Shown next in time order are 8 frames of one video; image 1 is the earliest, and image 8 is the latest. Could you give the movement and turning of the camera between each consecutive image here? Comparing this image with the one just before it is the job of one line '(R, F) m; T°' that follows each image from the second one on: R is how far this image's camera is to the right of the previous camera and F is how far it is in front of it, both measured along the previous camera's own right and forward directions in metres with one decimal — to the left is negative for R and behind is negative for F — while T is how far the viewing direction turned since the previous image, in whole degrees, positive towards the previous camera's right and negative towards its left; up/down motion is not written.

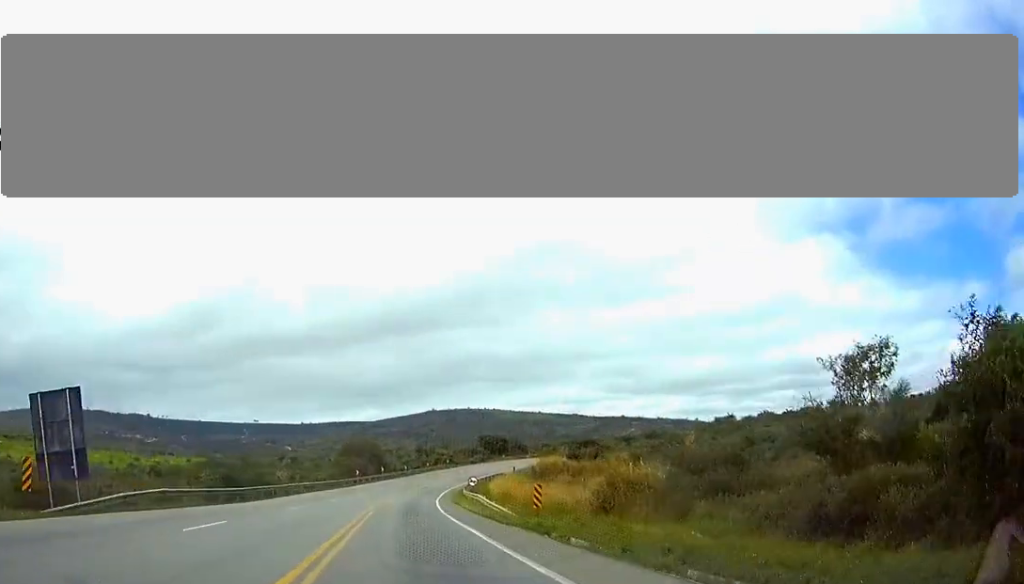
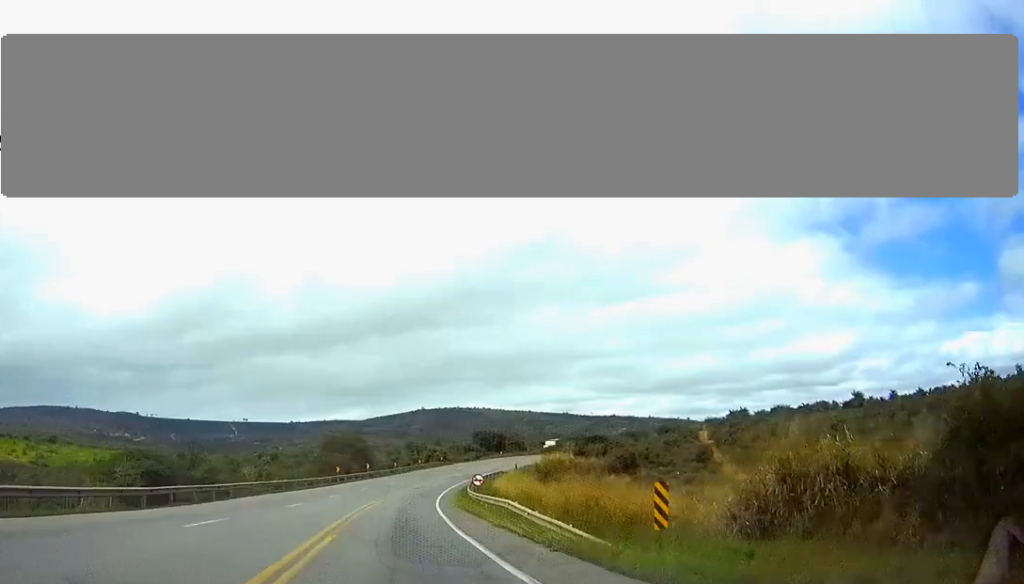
(-0.1, +16.1) m; +1°
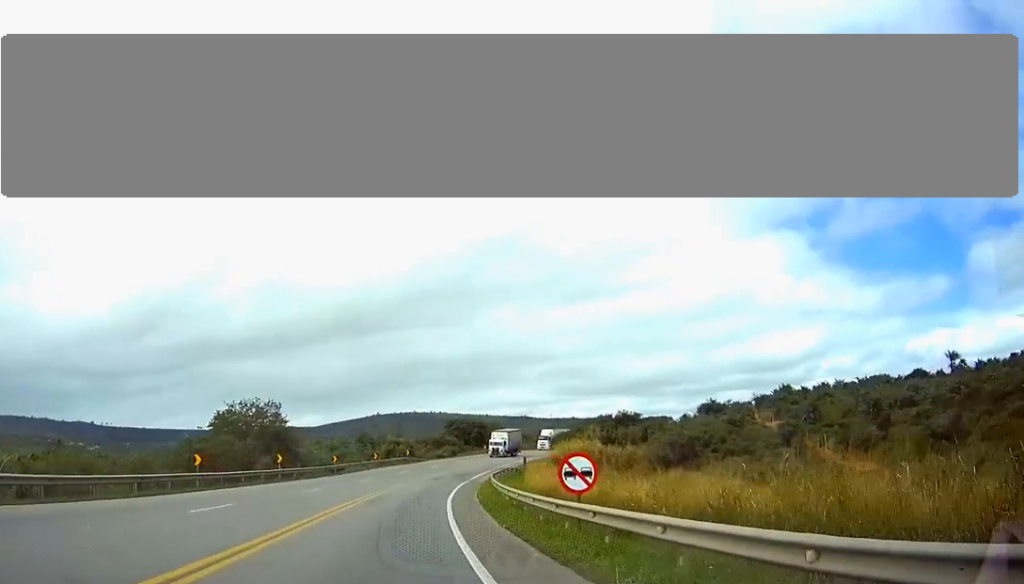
(+1.2, +47.8) m; +3°
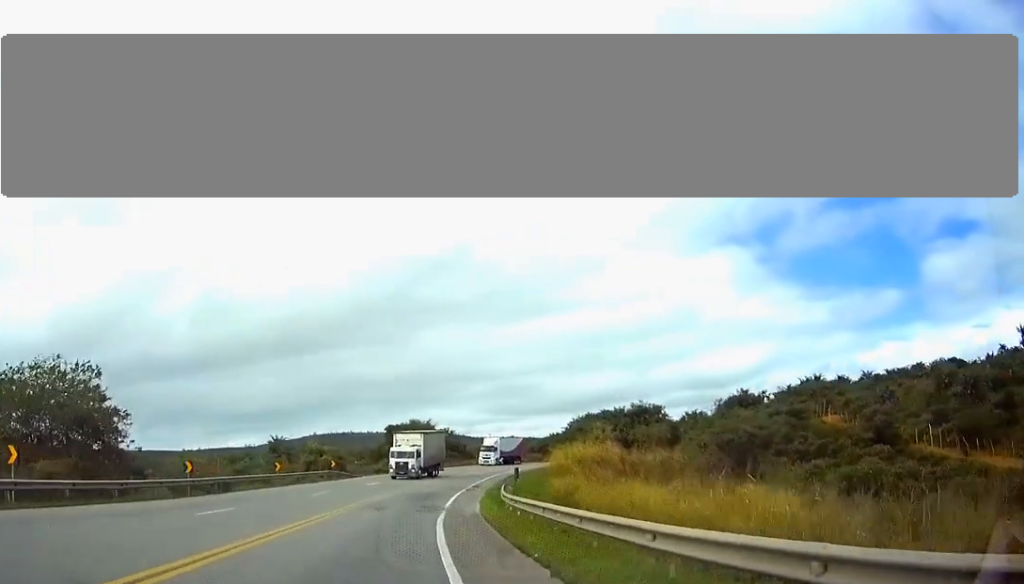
(+1.0, +33.1) m; +5°
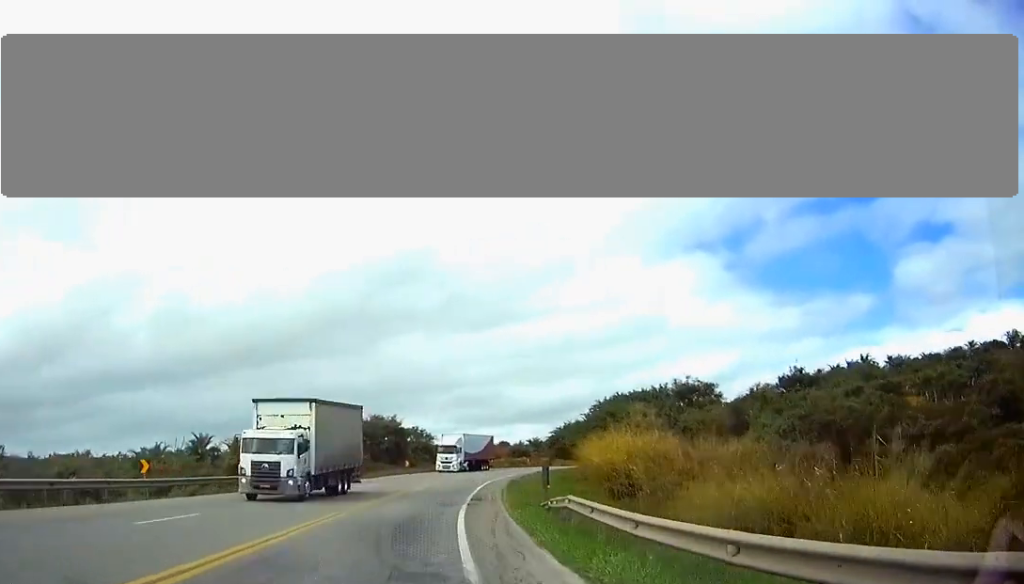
(+0.9, +22.3) m; +2°
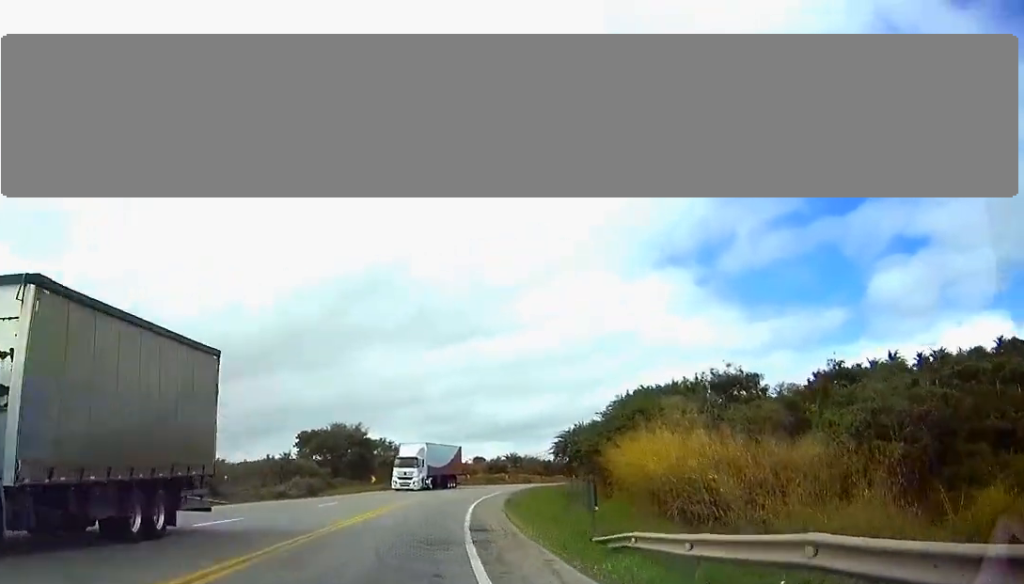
(+0.1, +12.8) m; +2°
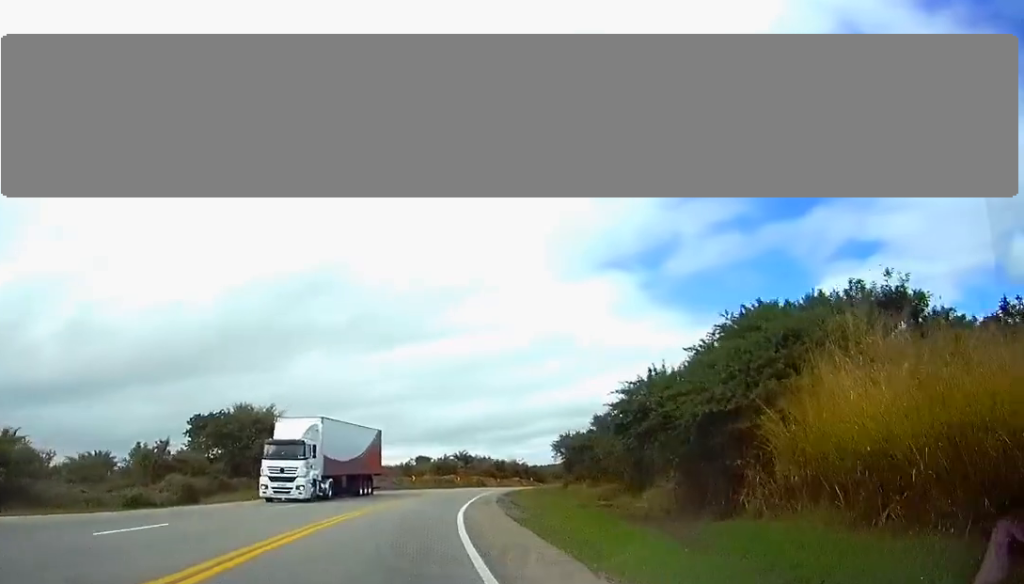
(+0.2, +22.0) m; +4°
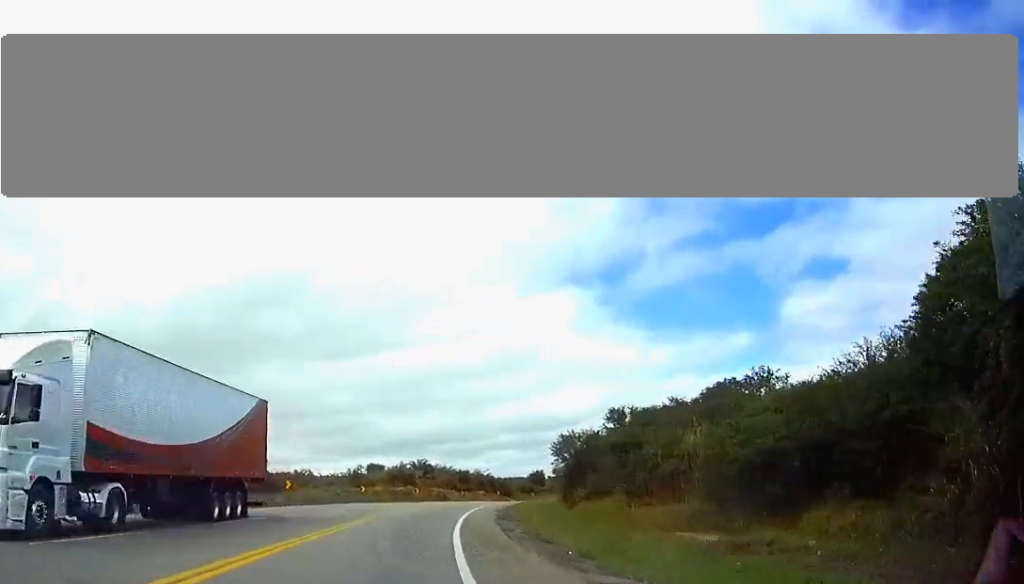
(+0.7, +17.6) m; +5°
